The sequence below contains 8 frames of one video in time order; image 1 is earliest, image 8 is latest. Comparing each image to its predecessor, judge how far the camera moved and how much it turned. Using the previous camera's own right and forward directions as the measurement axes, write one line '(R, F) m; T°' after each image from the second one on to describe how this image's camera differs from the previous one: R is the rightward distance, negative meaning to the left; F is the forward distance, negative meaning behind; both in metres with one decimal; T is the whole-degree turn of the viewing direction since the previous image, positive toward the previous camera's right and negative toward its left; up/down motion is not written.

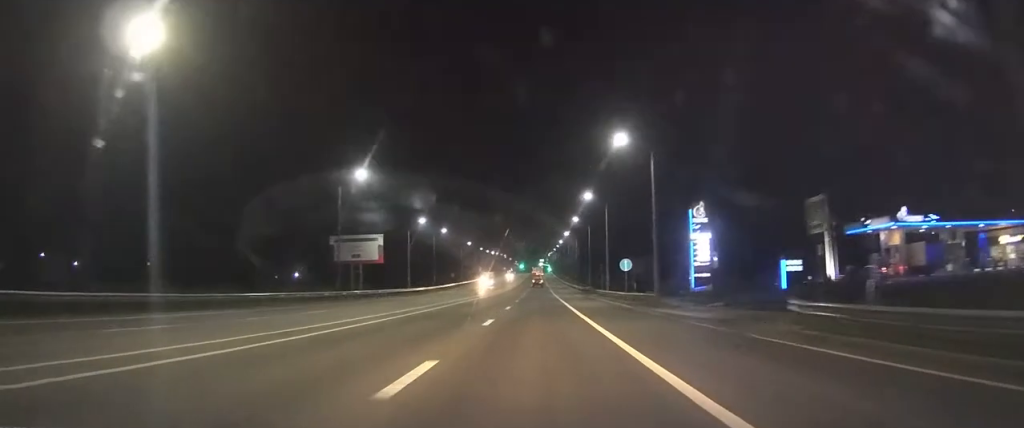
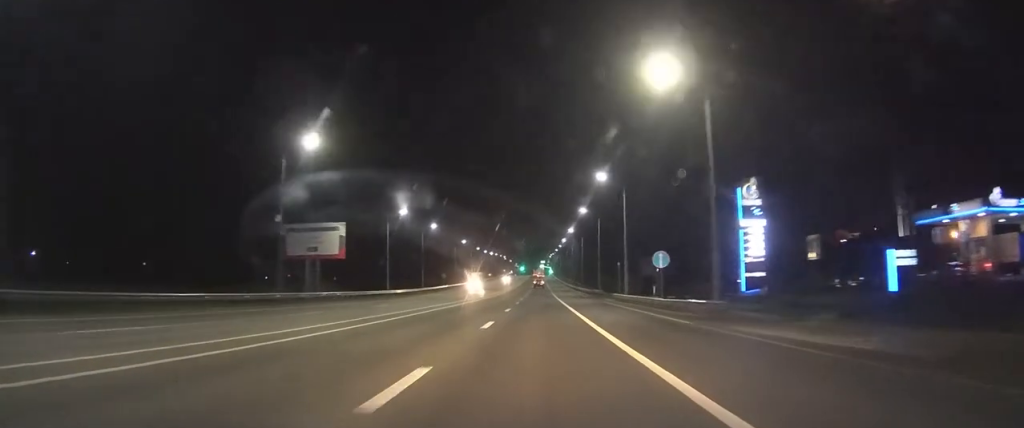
(0.0, +12.7) m; 0°
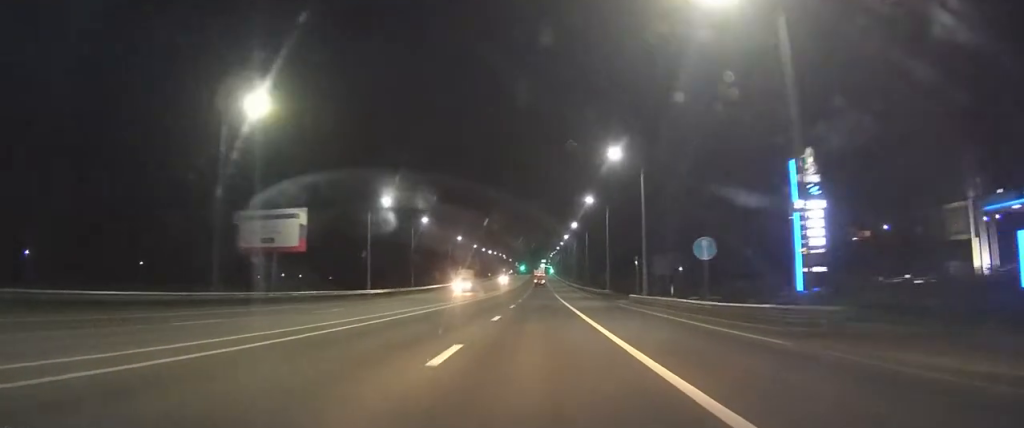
(0.0, +8.7) m; 0°
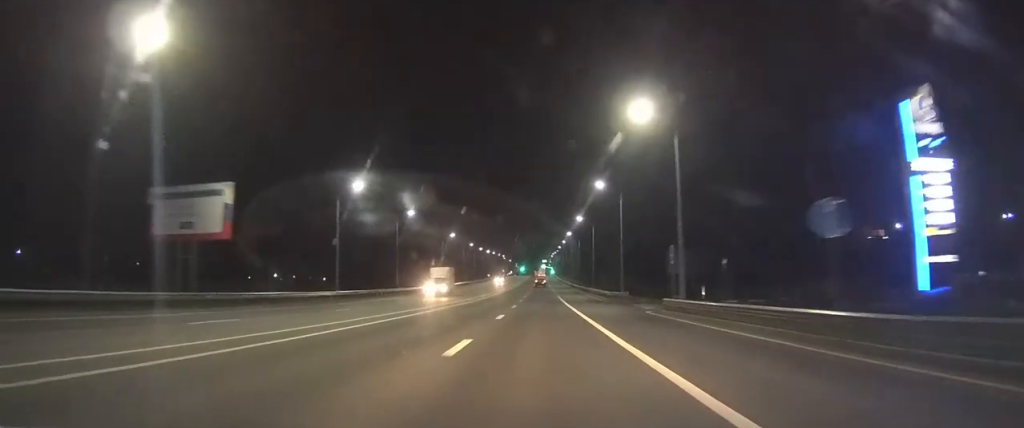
(0.0, +10.7) m; 0°
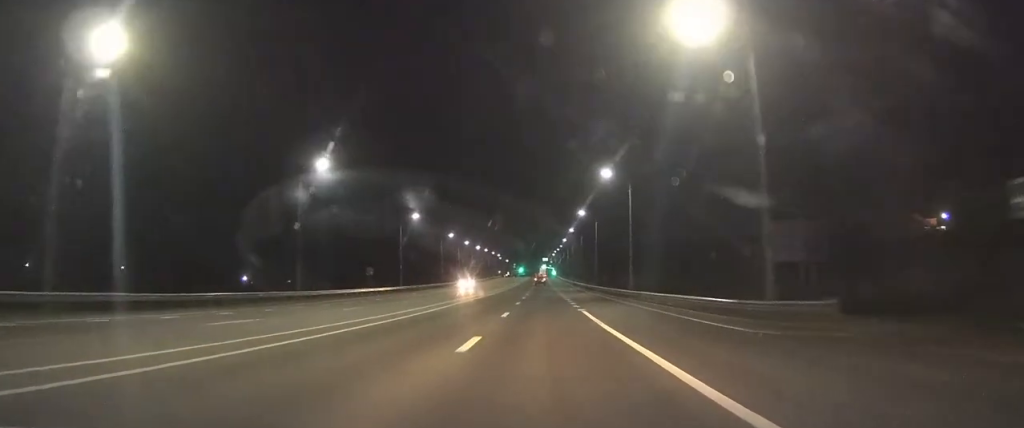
(+0.5, +35.6) m; +1°
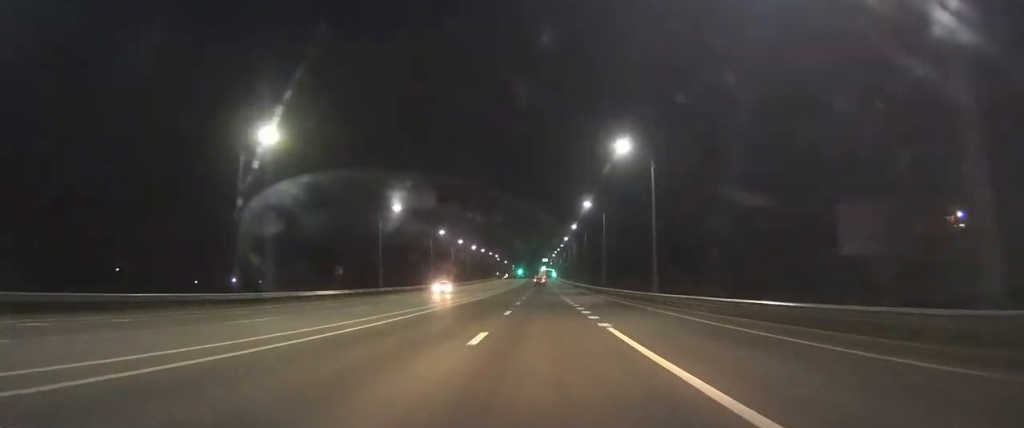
(0.0, +10.7) m; 0°
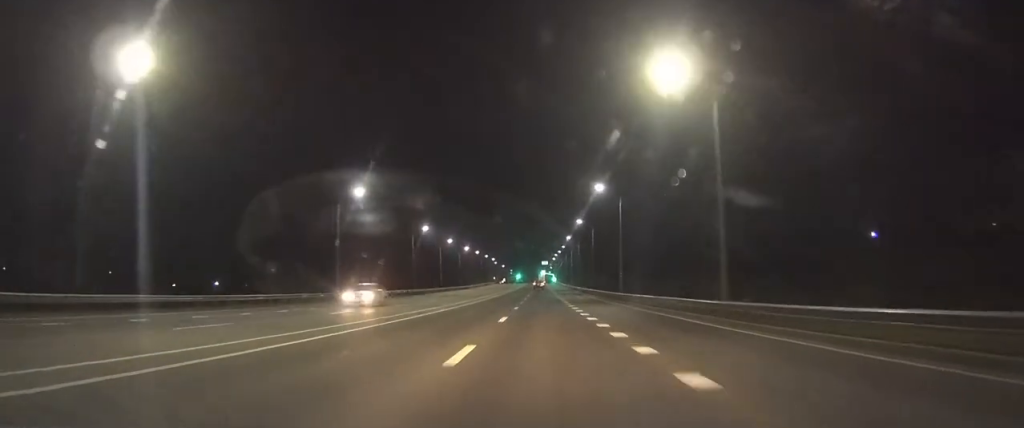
(0.0, +15.4) m; 0°
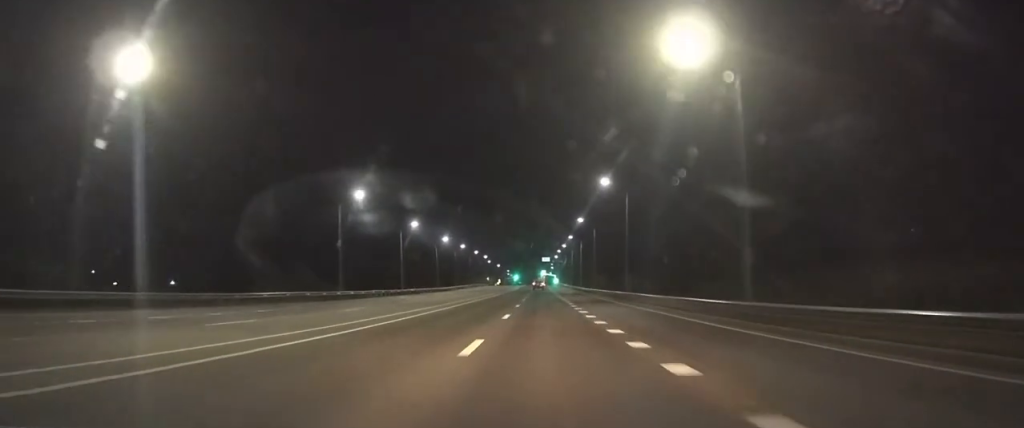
(+0.1, +35.3) m; 0°
